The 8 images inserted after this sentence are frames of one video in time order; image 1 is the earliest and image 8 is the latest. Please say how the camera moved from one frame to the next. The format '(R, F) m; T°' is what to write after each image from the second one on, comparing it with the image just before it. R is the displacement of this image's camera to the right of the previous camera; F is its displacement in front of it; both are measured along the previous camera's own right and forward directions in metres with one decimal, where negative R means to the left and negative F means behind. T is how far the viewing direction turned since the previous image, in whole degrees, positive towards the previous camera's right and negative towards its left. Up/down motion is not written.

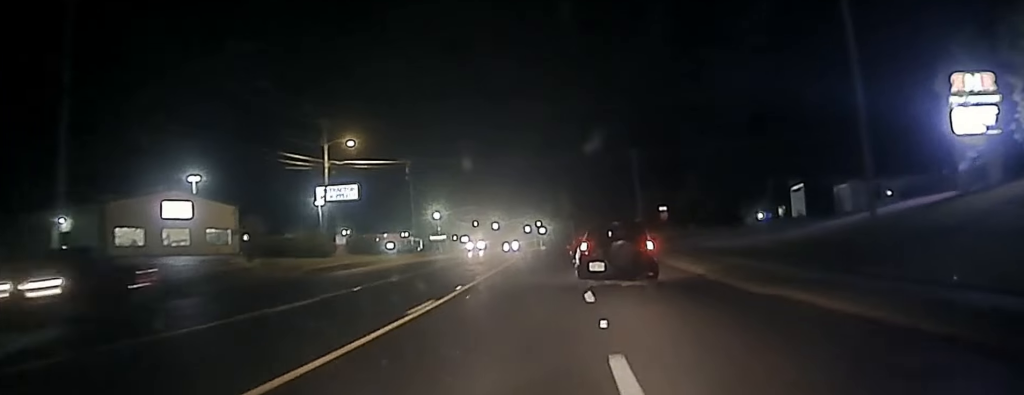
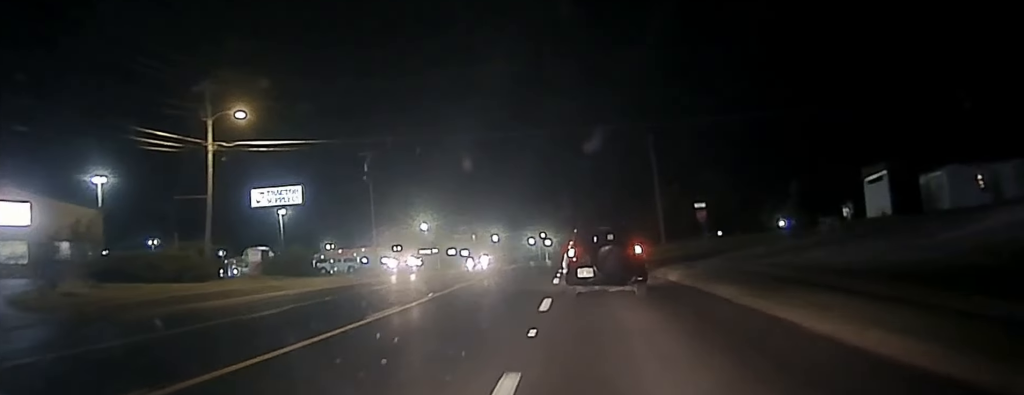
(-0.1, +25.3) m; -1°
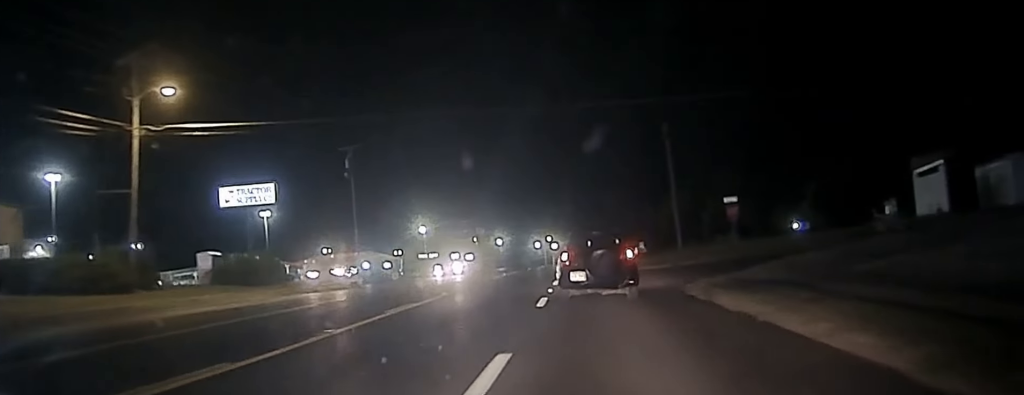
(-0.1, +9.9) m; -1°
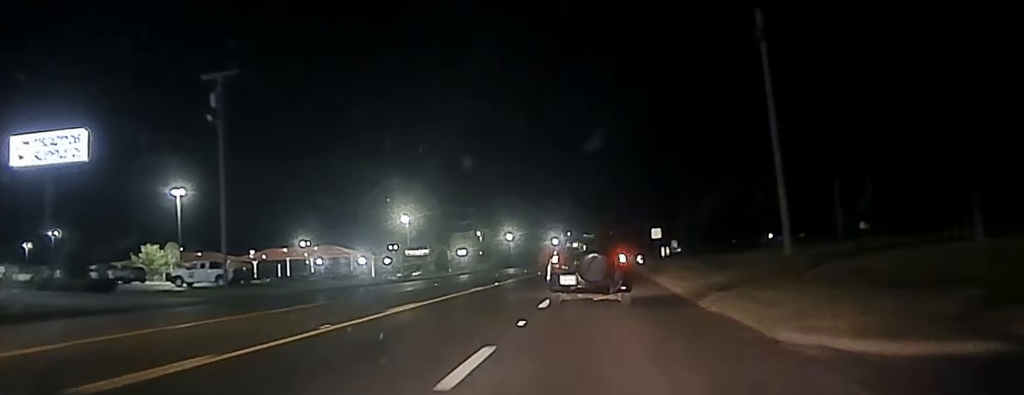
(-0.8, +32.7) m; -1°
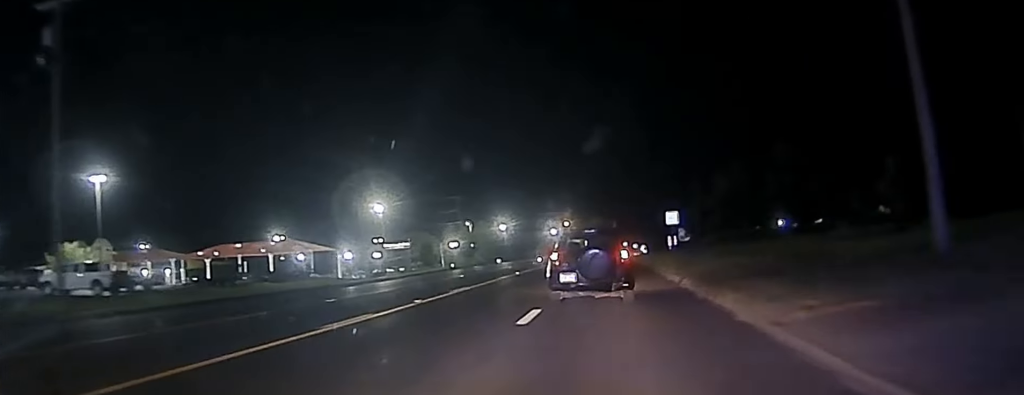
(+0.2, +17.1) m; +1°
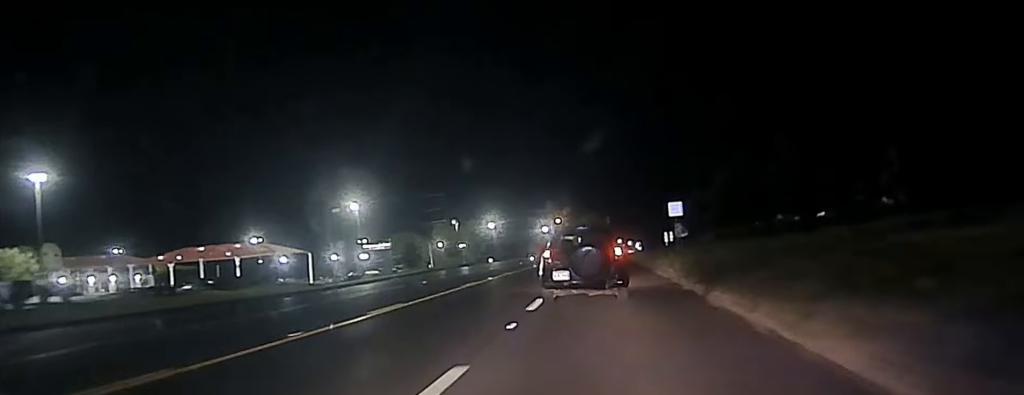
(0.0, +9.5) m; 0°
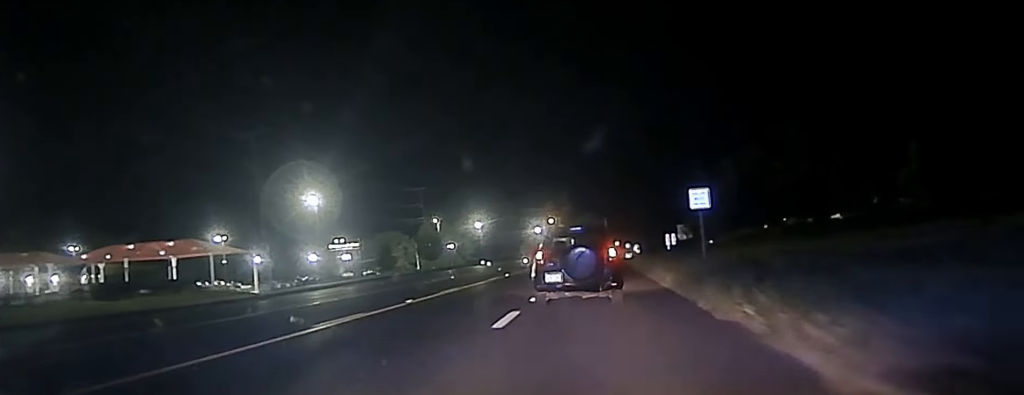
(0.0, +15.3) m; 0°
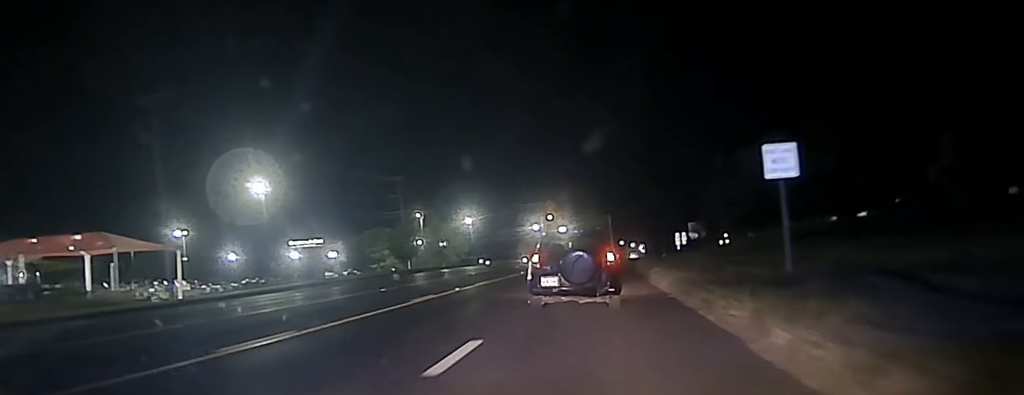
(0.0, +17.0) m; -1°
